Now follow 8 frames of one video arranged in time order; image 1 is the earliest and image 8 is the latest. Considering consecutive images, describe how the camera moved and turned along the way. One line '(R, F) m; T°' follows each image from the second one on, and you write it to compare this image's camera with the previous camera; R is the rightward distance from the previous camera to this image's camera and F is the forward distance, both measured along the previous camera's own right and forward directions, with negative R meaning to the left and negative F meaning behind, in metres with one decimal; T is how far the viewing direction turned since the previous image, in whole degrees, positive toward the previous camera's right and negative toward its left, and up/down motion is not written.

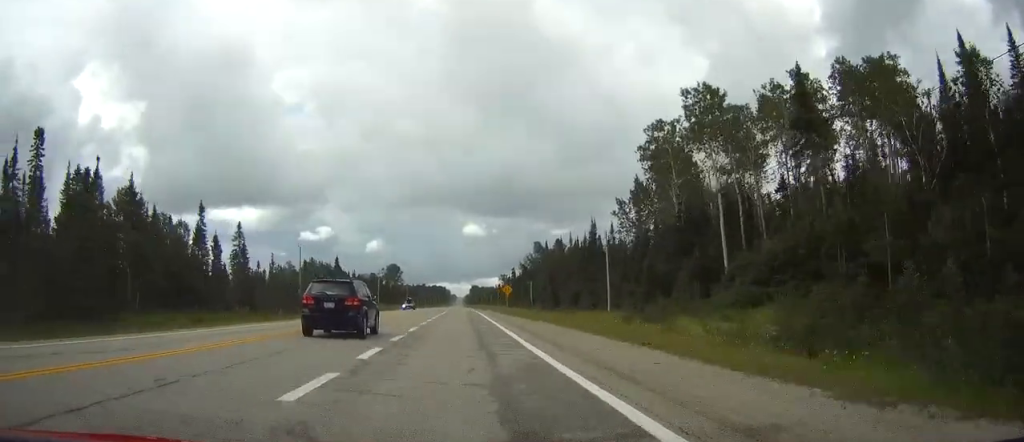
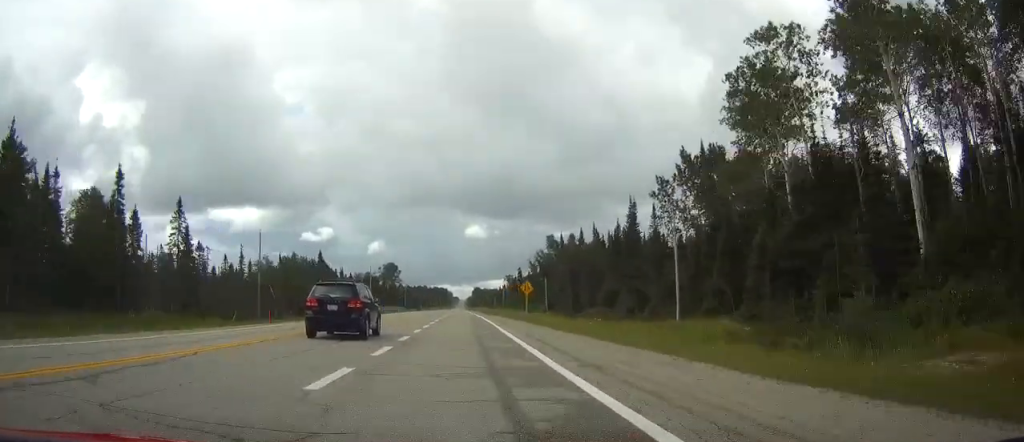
(0.0, +23.4) m; 0°
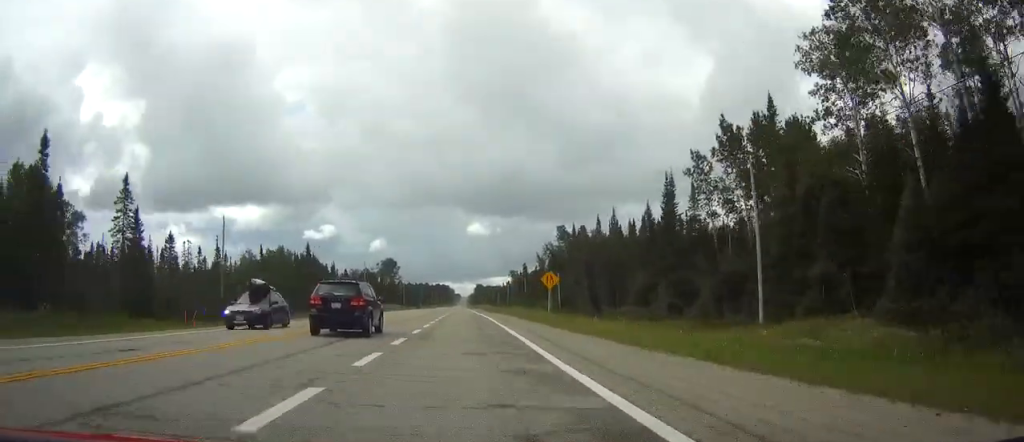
(-0.1, +14.3) m; 0°
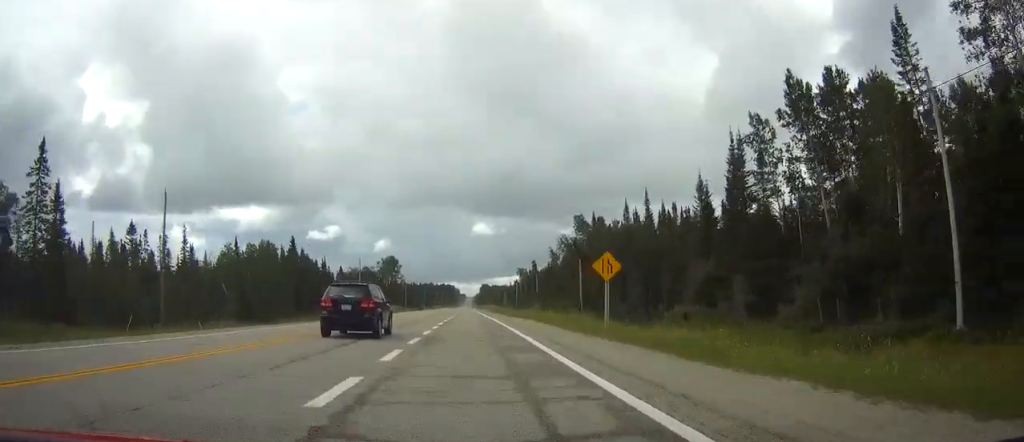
(0.0, +16.6) m; 0°
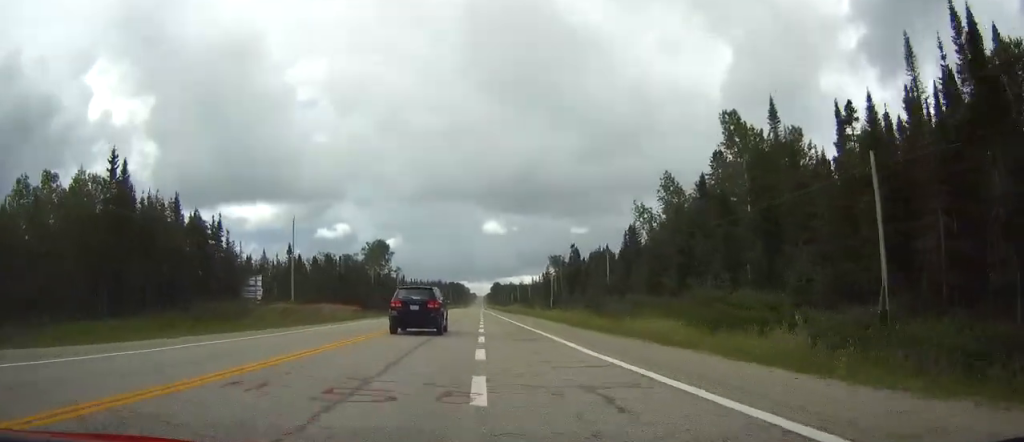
(-0.5, +70.9) m; -1°
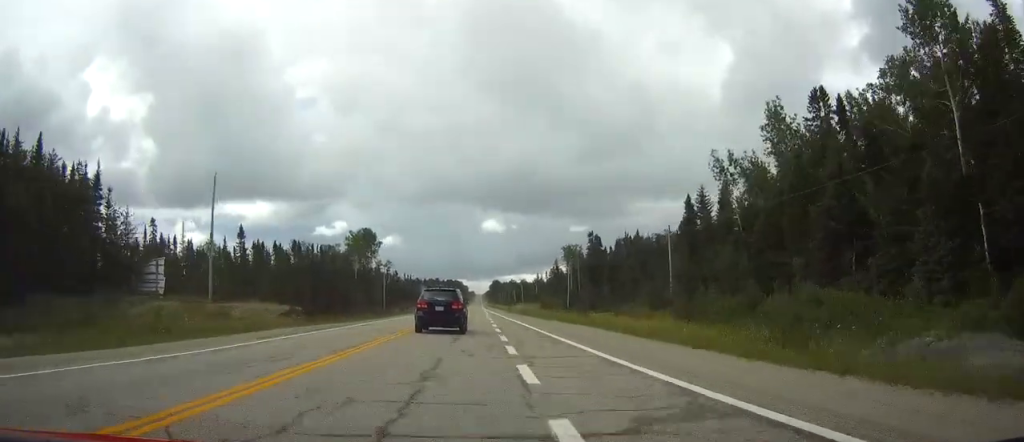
(0.0, +29.3) m; 0°
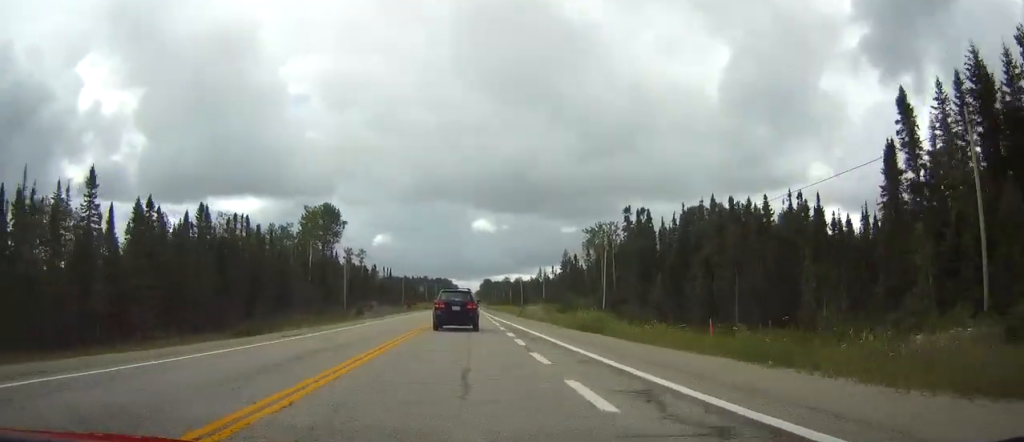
(+0.4, +44.3) m; +1°
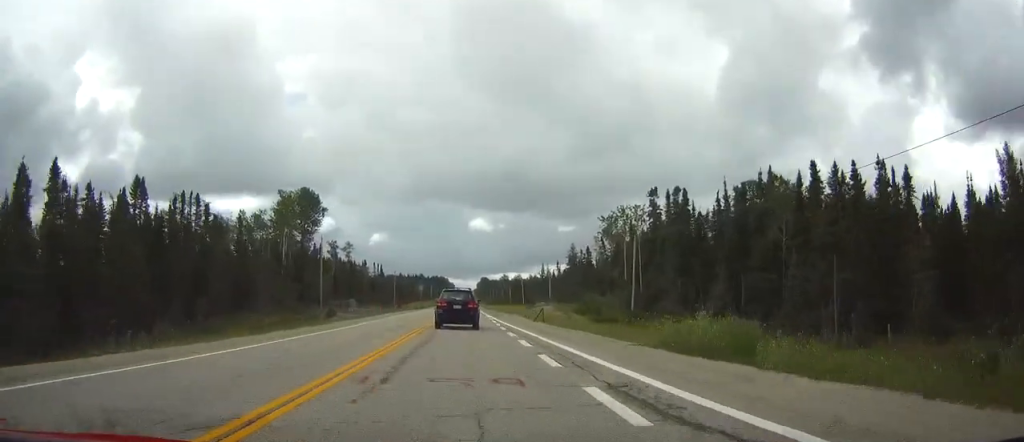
(+0.1, +18.3) m; 0°
